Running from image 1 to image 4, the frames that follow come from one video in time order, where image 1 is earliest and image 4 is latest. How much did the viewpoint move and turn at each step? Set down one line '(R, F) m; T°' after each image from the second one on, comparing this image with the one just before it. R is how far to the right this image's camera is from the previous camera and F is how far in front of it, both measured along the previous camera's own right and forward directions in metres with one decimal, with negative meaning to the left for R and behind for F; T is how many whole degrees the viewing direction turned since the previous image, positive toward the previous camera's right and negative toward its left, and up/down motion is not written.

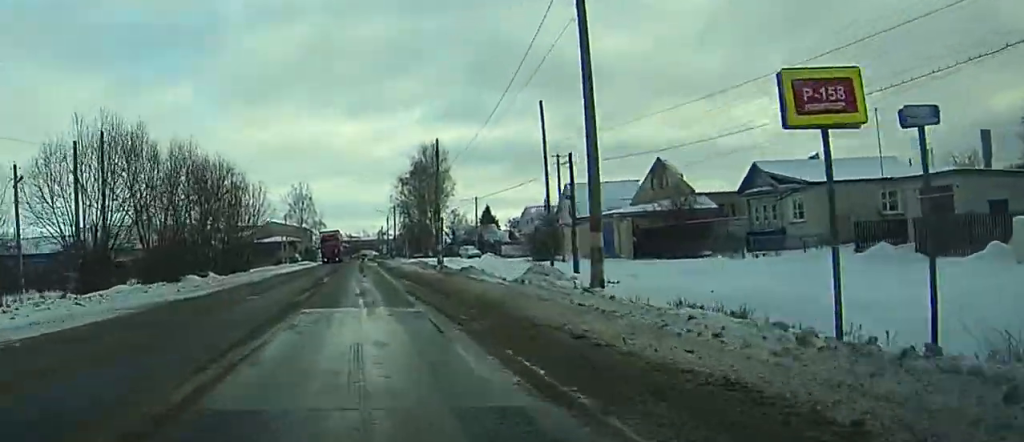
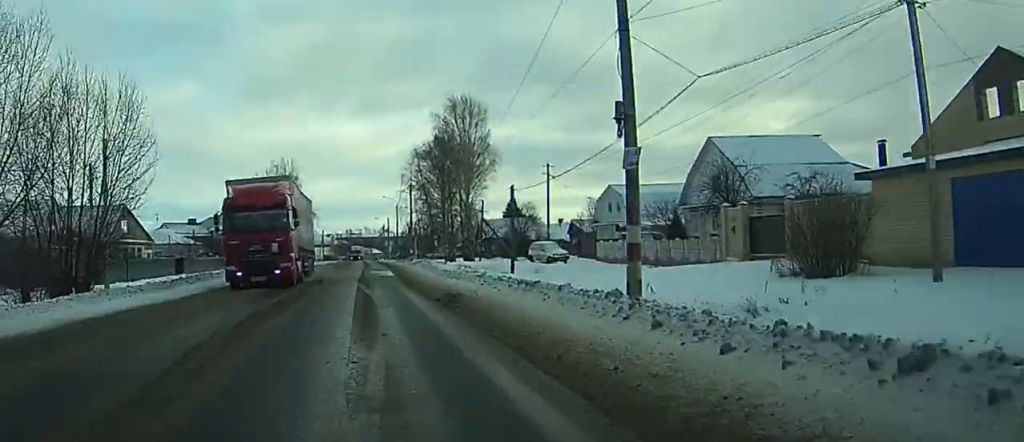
(0.0, +42.8) m; 0°
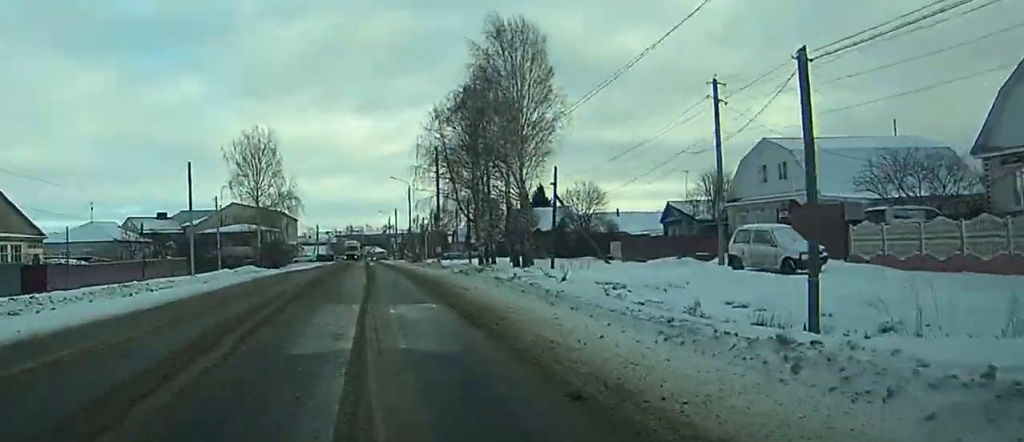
(-0.4, +33.1) m; 0°
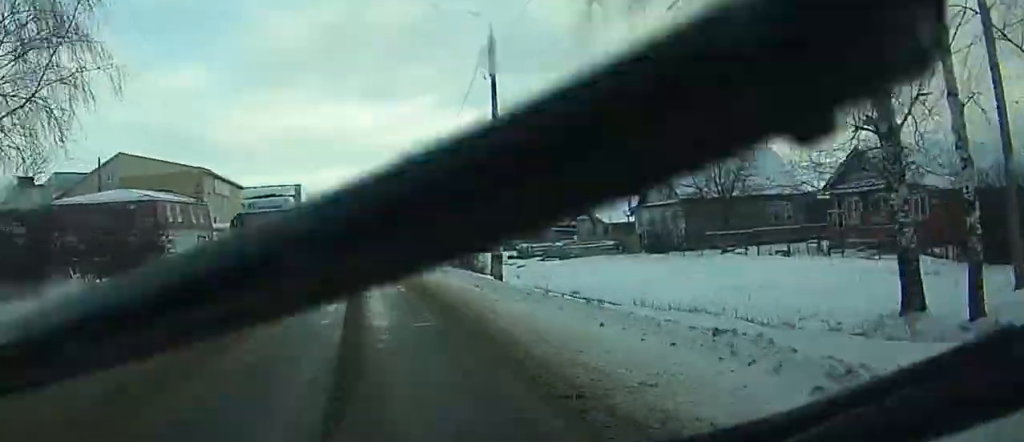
(+1.8, +68.8) m; +1°
